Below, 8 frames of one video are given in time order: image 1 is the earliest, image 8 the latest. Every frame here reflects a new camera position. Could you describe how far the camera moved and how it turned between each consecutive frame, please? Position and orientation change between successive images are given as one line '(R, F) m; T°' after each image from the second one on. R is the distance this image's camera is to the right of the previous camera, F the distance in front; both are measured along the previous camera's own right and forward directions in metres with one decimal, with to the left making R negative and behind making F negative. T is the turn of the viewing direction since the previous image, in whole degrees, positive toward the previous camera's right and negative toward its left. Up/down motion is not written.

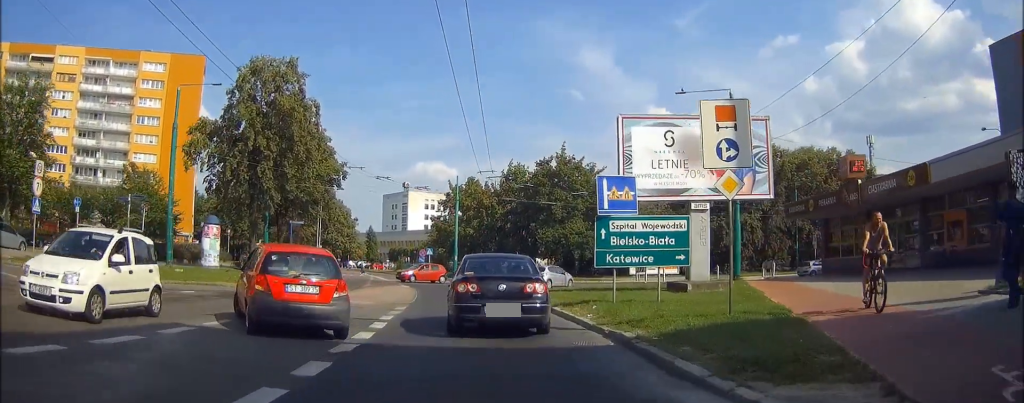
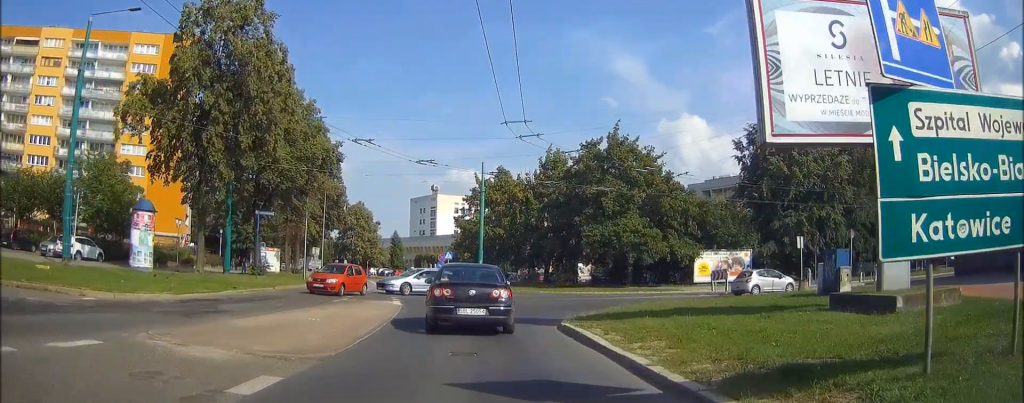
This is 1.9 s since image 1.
(-0.7, +14.2) m; -5°
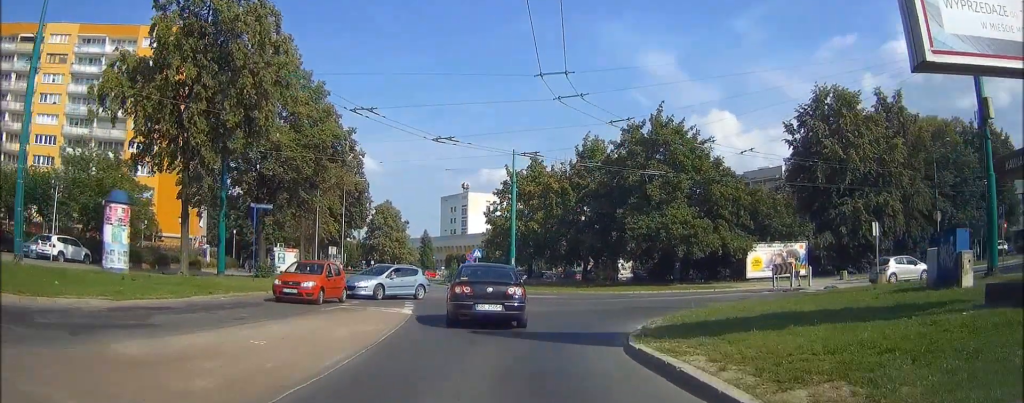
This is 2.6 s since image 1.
(0.0, +5.8) m; -2°
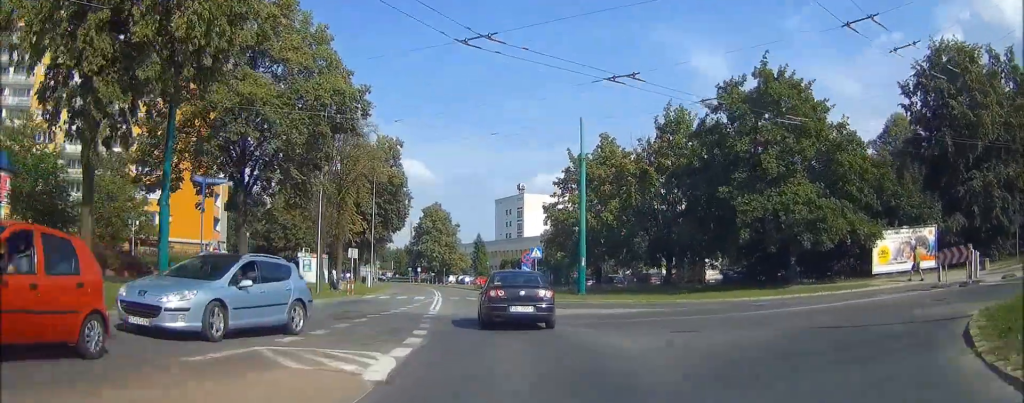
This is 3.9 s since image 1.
(-0.6, +11.9) m; -3°
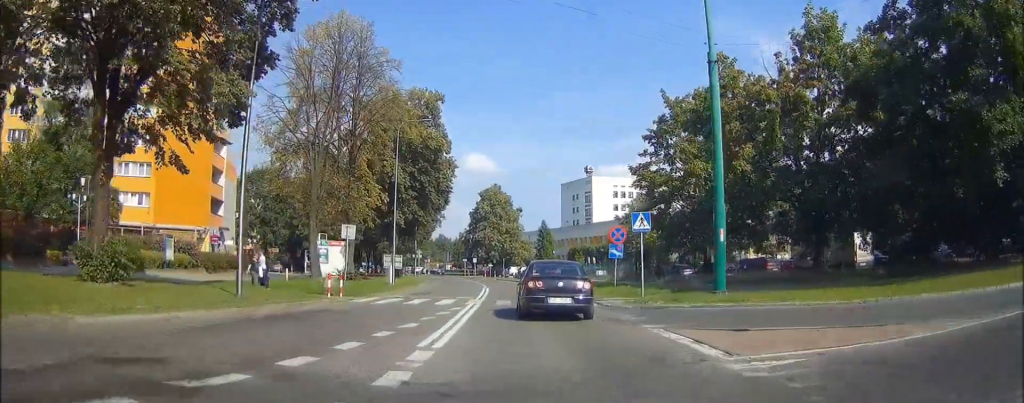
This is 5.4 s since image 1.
(0.0, +15.9) m; -3°
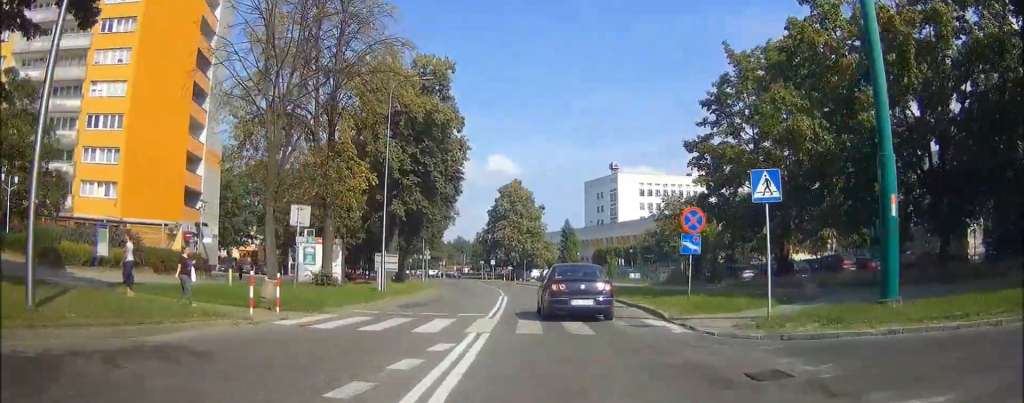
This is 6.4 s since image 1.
(-0.5, +9.7) m; -2°
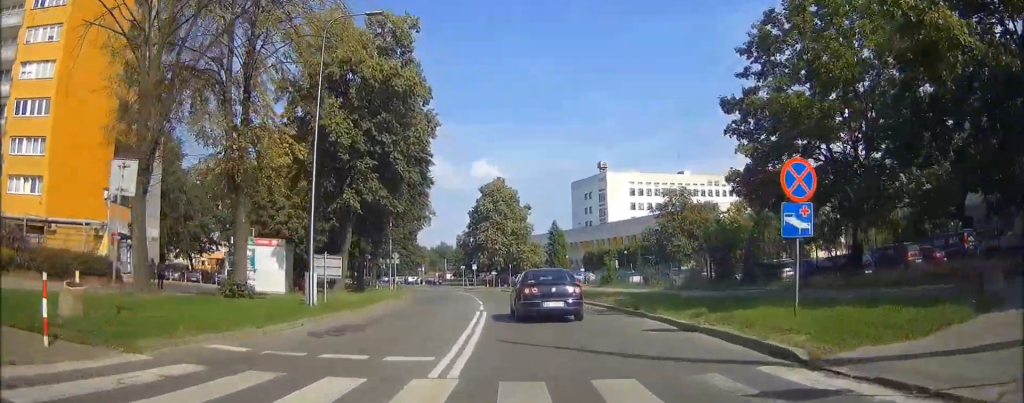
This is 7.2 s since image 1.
(0.0, +9.0) m; -1°
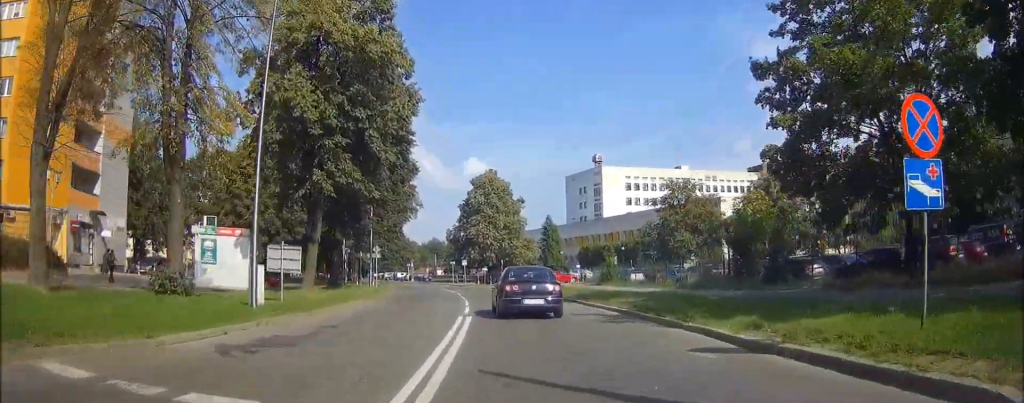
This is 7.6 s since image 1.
(+0.1, +4.1) m; 0°
